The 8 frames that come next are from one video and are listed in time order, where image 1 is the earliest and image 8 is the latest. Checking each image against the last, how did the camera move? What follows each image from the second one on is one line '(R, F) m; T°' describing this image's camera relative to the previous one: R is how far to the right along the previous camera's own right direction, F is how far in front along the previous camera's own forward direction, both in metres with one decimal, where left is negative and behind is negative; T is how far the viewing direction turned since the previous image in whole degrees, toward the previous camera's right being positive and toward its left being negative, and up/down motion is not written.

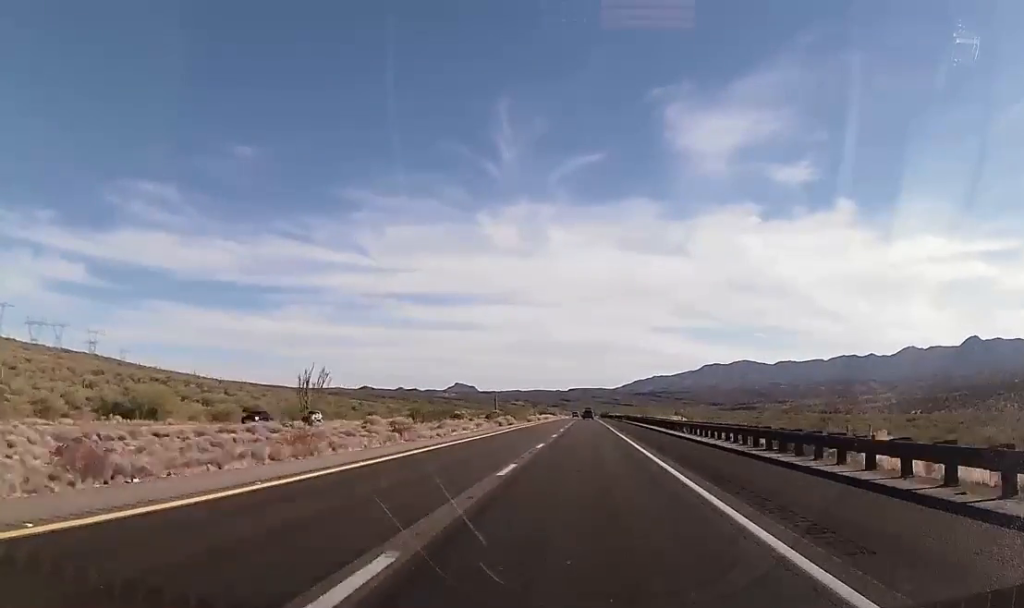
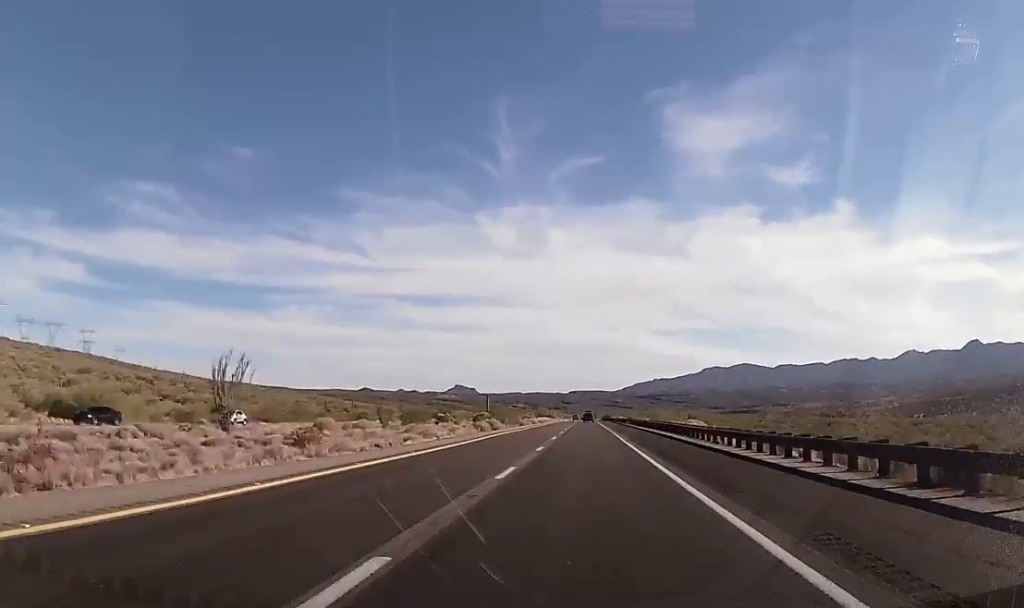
(0.0, +12.2) m; 0°
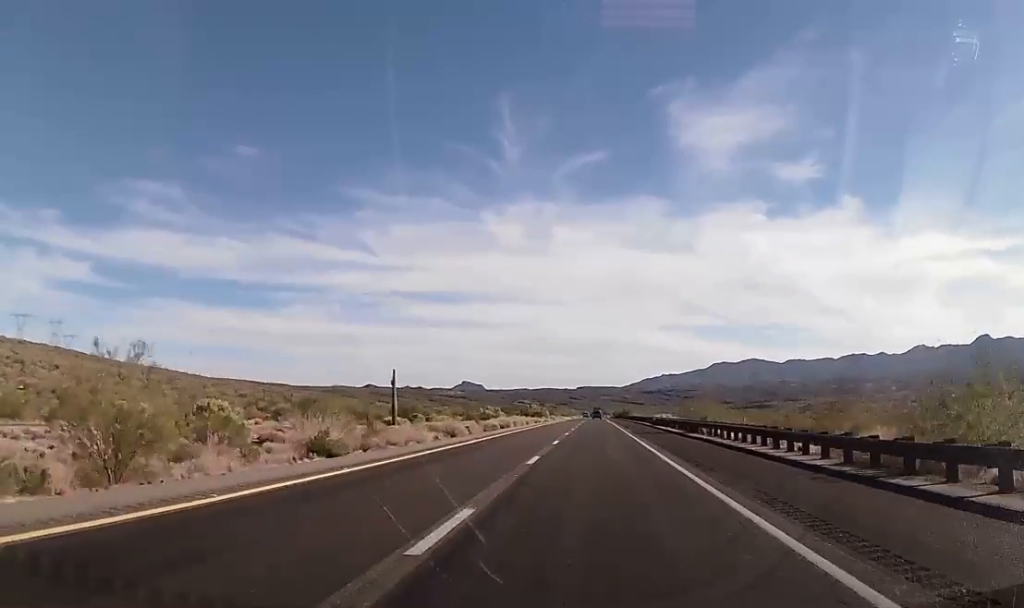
(+0.6, +68.9) m; 0°
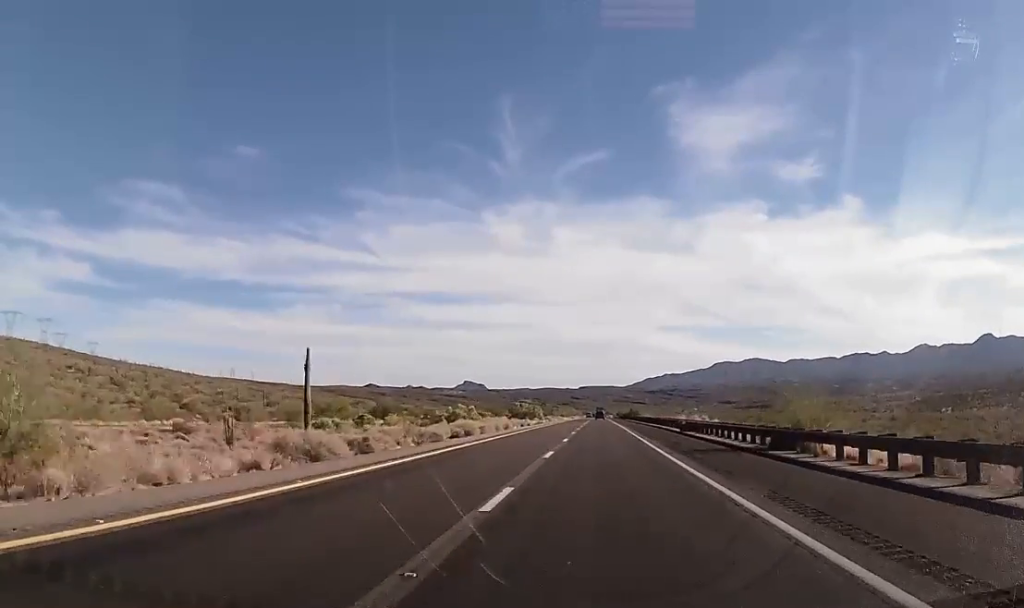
(-0.1, +21.3) m; -1°
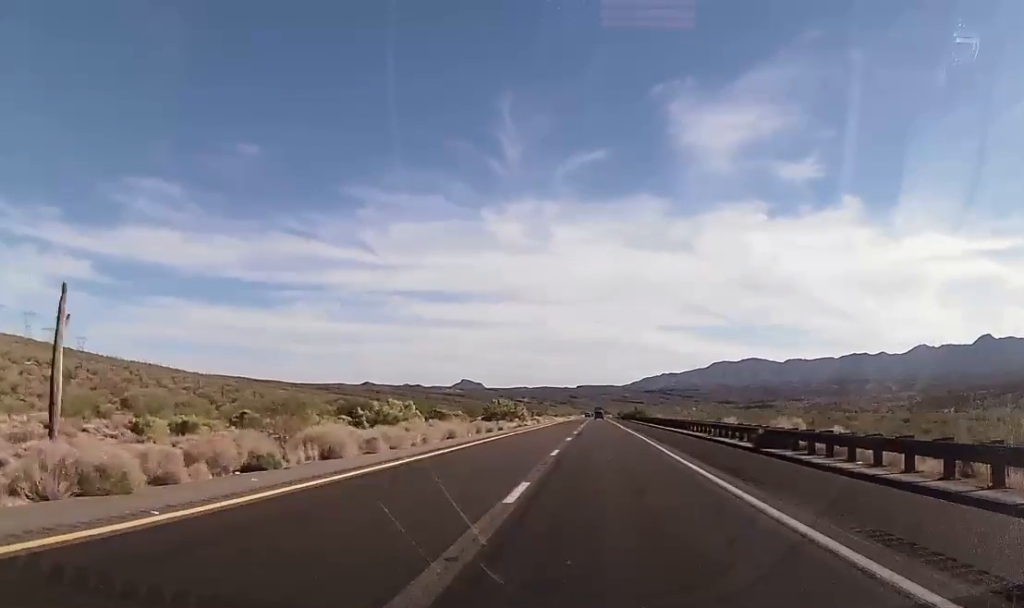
(-0.4, +23.4) m; 0°
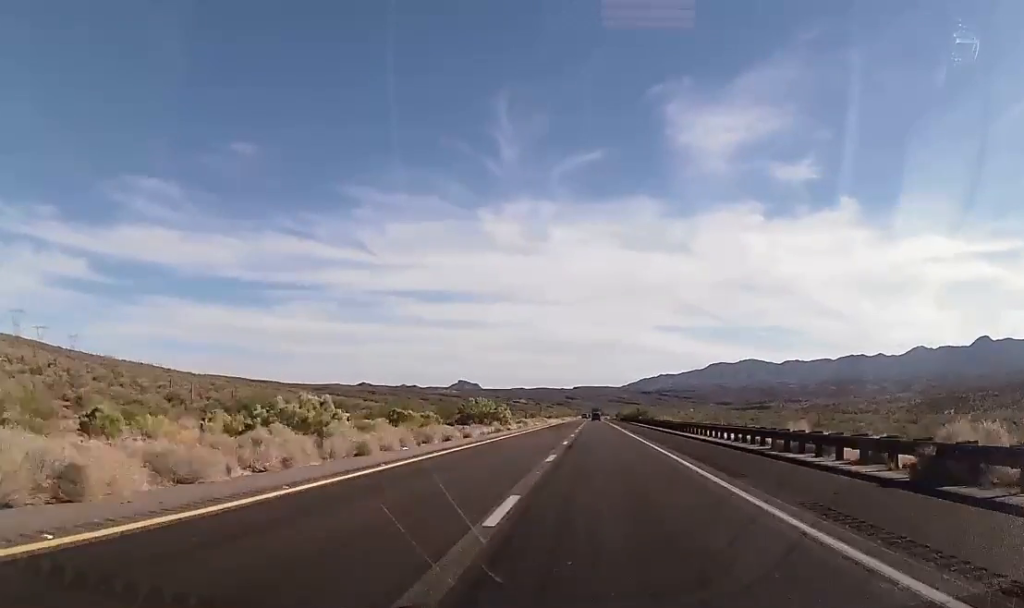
(+0.3, +14.2) m; 0°
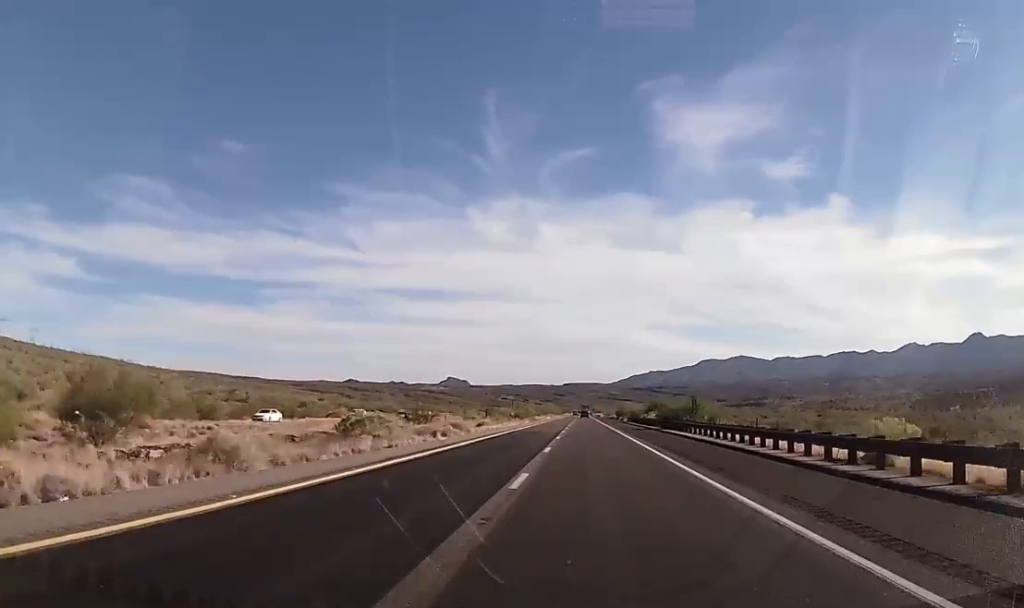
(+0.1, +68.3) m; 0°
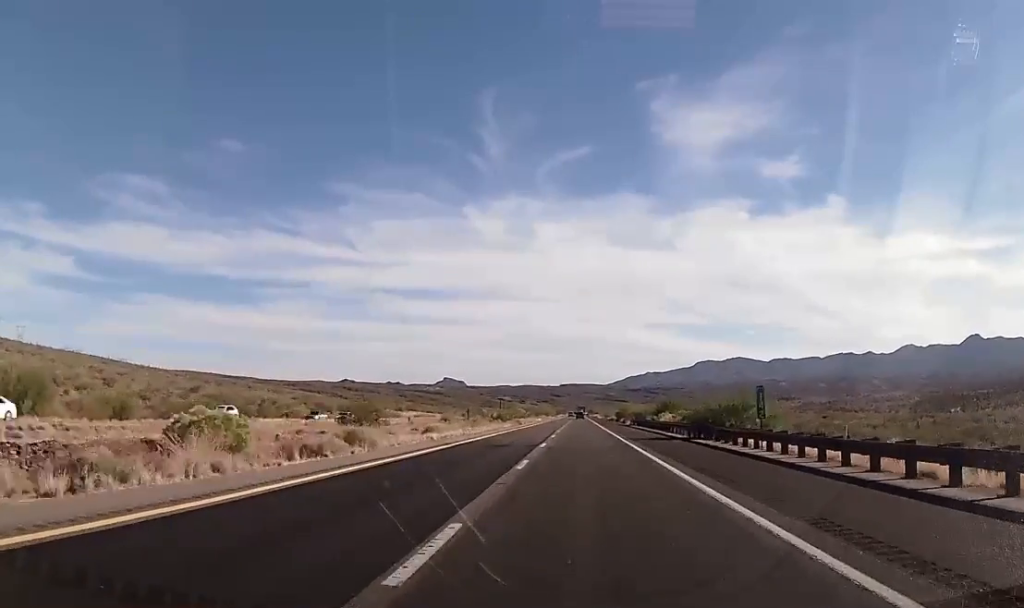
(+0.1, +19.6) m; 0°
